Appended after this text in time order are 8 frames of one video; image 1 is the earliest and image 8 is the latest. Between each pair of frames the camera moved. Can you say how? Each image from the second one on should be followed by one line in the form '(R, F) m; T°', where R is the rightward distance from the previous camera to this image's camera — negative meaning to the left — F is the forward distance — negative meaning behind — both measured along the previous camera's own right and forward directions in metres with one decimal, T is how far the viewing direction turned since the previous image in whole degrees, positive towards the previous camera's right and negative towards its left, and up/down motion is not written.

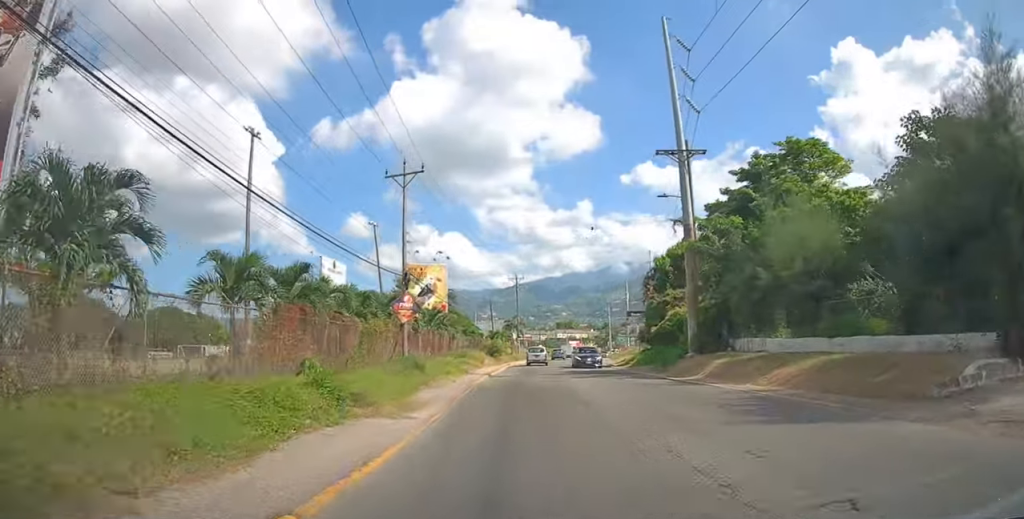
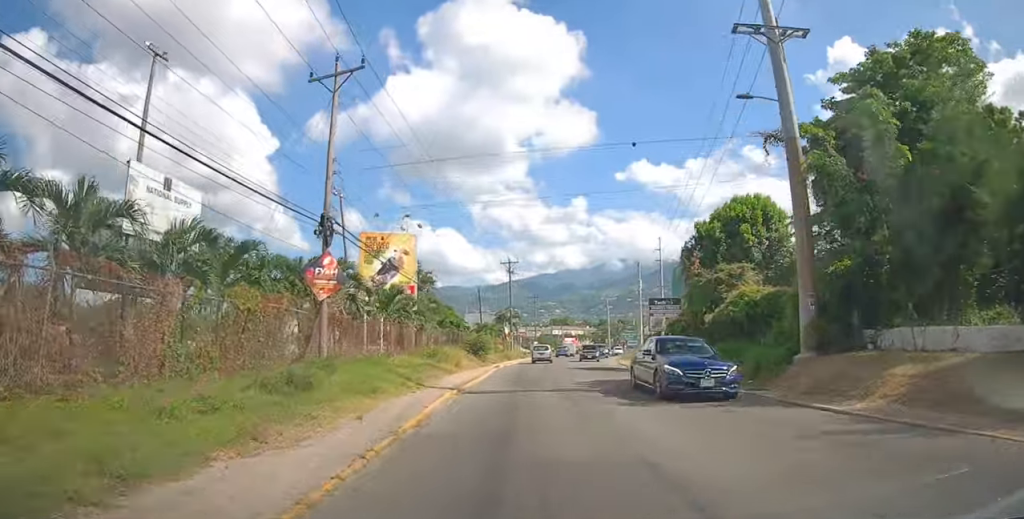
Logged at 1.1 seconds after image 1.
(-0.1, +11.9) m; 0°
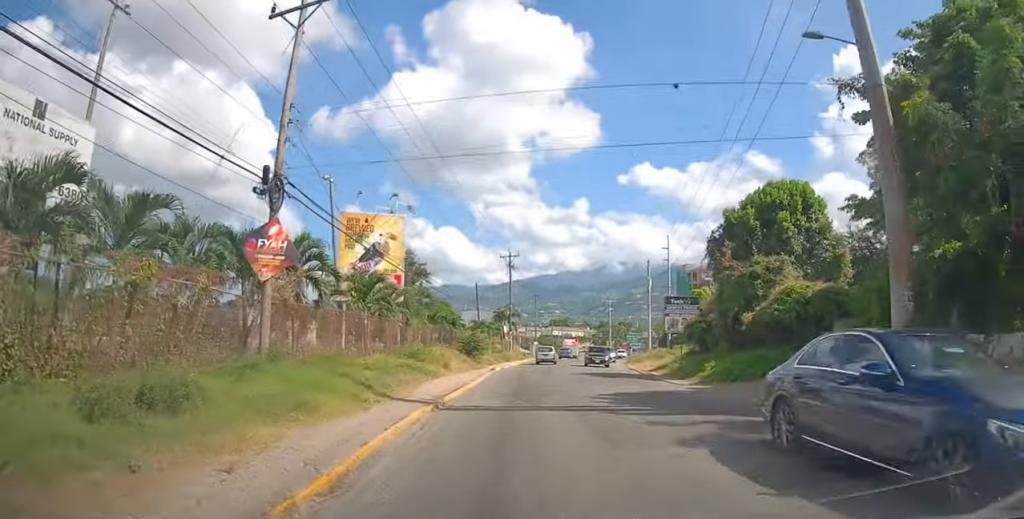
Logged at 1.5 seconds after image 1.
(0.0, +4.4) m; +1°
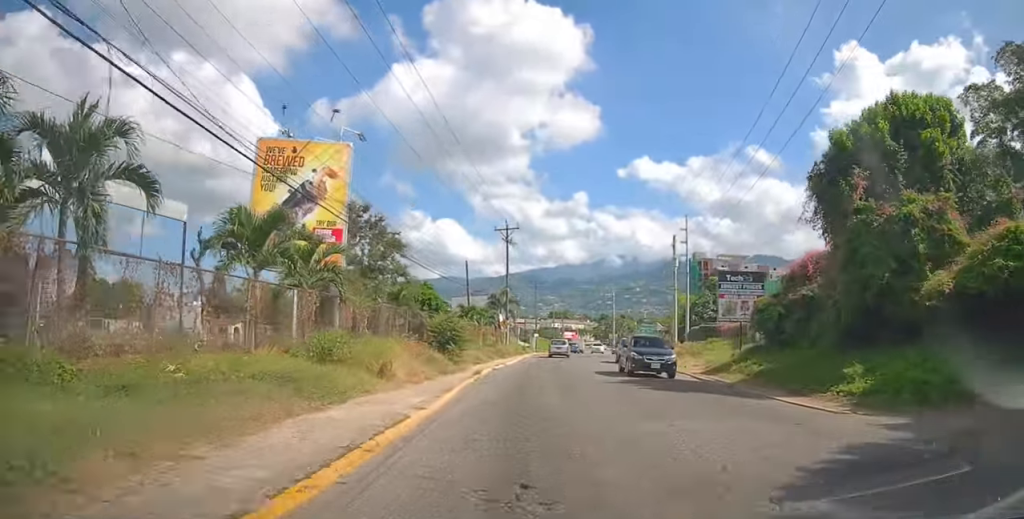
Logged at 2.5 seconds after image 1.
(+0.2, +10.6) m; +1°
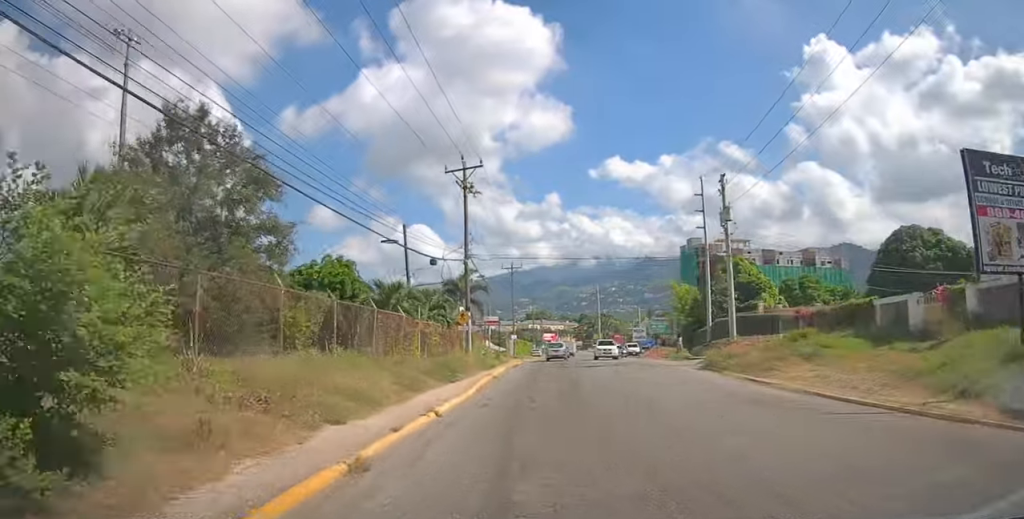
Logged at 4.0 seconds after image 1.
(+0.2, +18.6) m; +1°
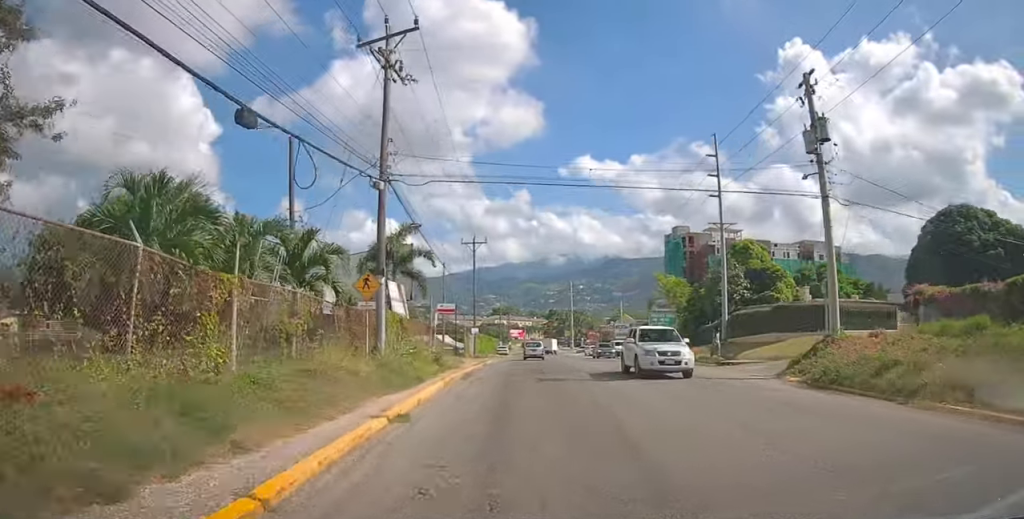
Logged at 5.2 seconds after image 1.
(+0.3, +14.2) m; +3°
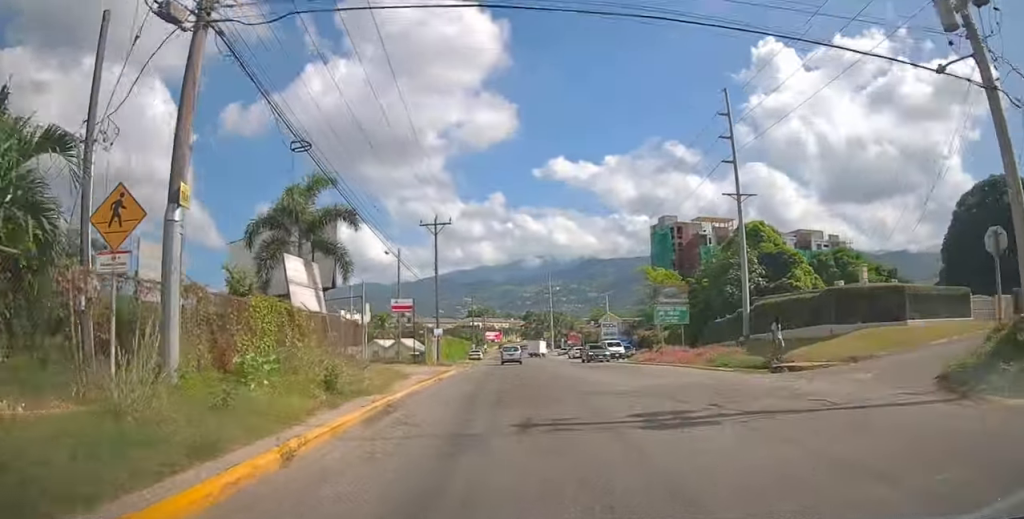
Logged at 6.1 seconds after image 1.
(+0.2, +9.7) m; +1°
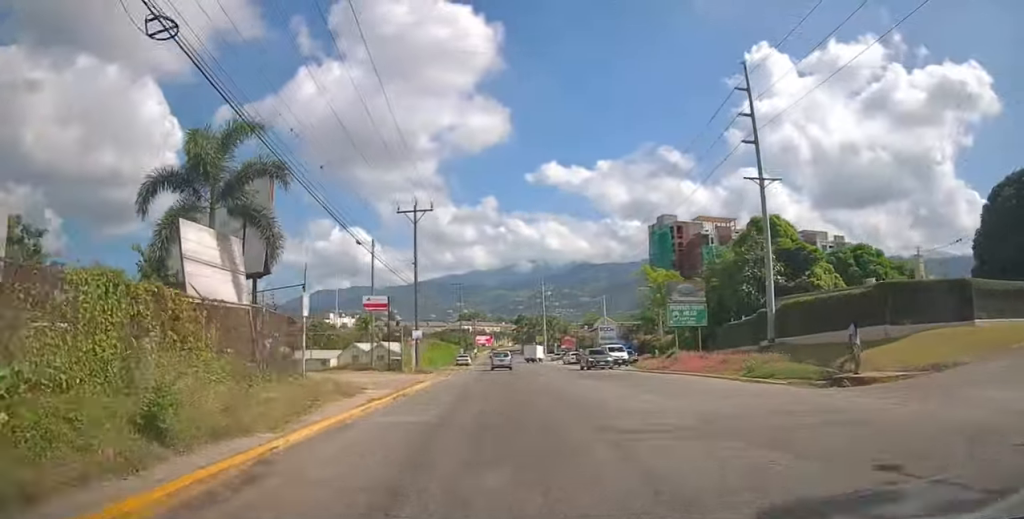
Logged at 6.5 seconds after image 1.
(0.0, +5.4) m; 0°
